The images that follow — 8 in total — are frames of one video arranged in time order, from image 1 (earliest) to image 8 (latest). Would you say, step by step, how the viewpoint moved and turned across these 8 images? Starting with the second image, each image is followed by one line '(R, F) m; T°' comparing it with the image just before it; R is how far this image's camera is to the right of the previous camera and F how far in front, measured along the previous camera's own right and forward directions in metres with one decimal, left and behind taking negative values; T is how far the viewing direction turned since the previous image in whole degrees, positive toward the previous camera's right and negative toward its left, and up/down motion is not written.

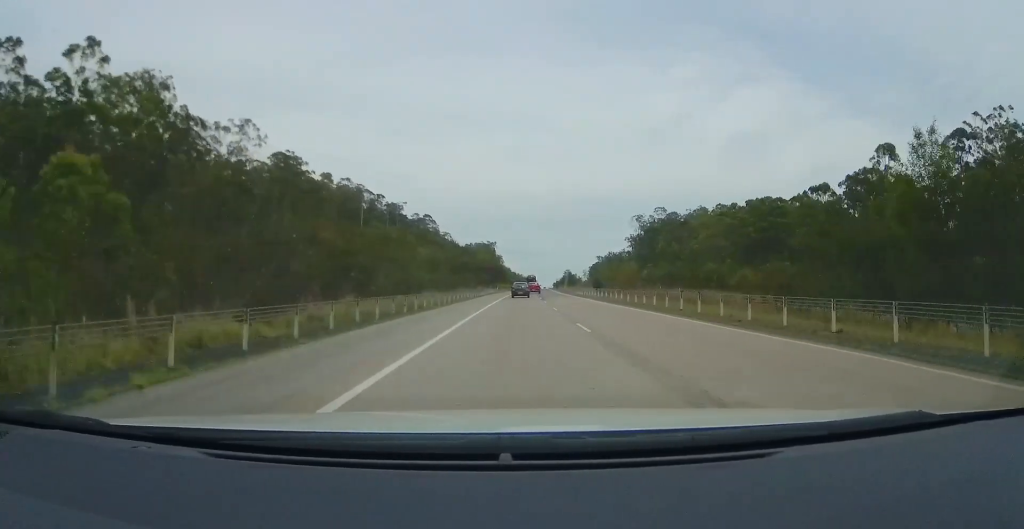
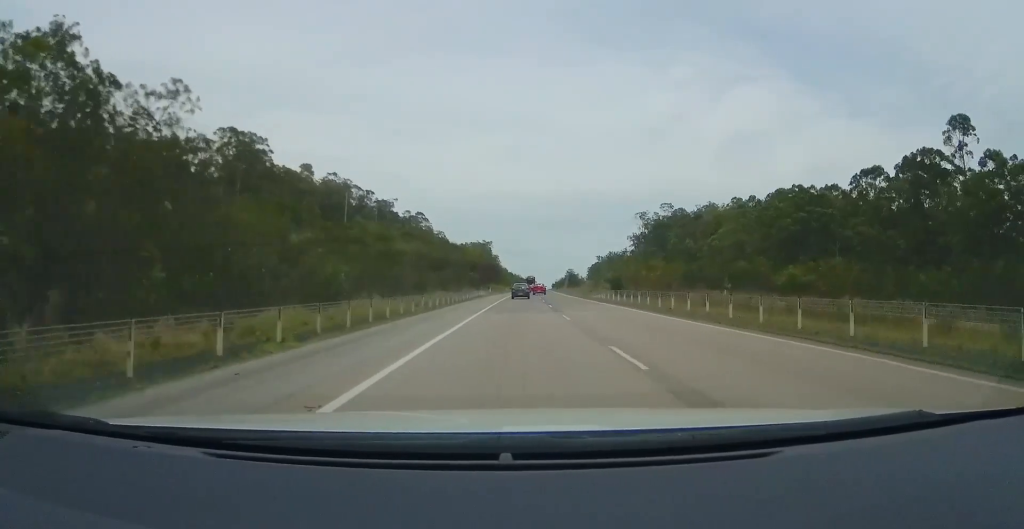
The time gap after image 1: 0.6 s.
(+0.1, +18.1) m; +1°
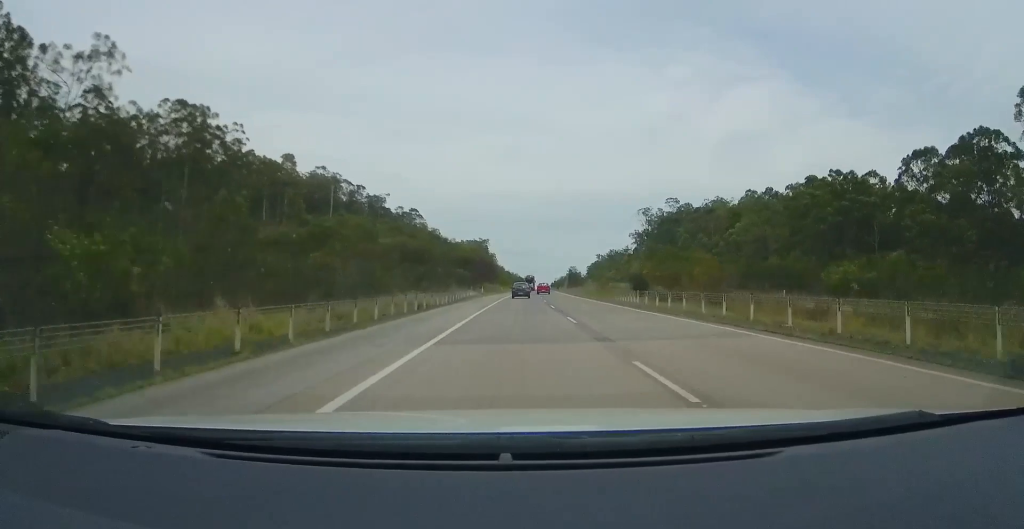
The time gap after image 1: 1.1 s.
(+0.3, +14.4) m; +1°
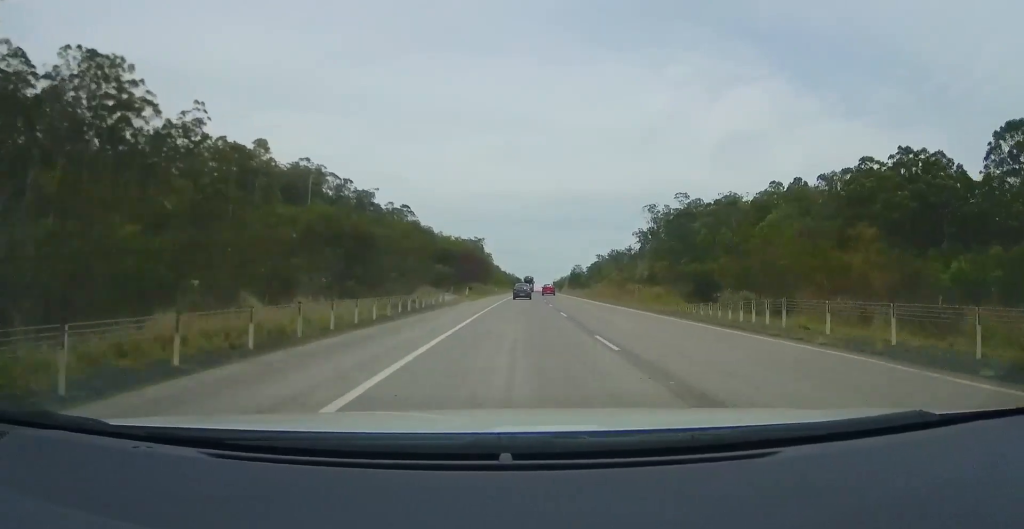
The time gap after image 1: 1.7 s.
(+0.2, +19.3) m; 0°
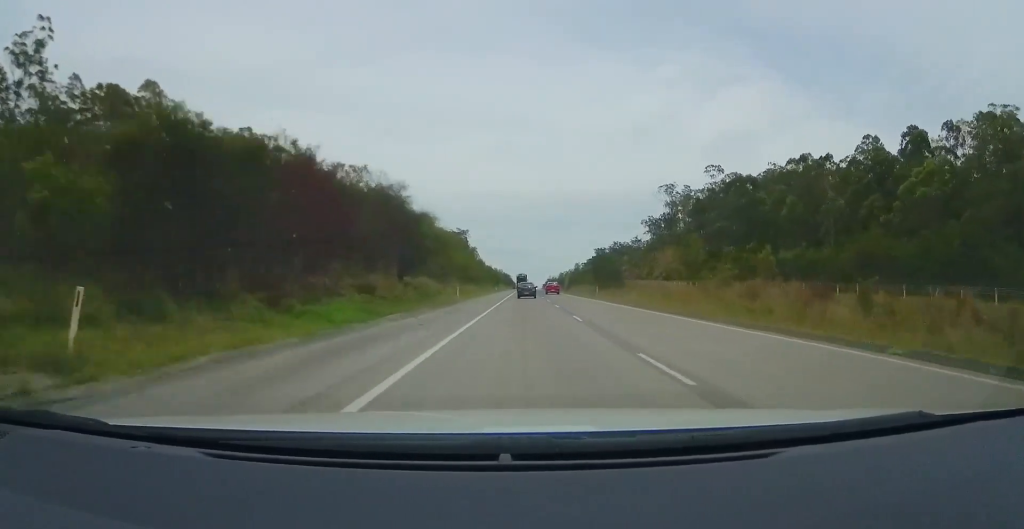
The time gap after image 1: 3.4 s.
(+0.1, +50.8) m; +1°
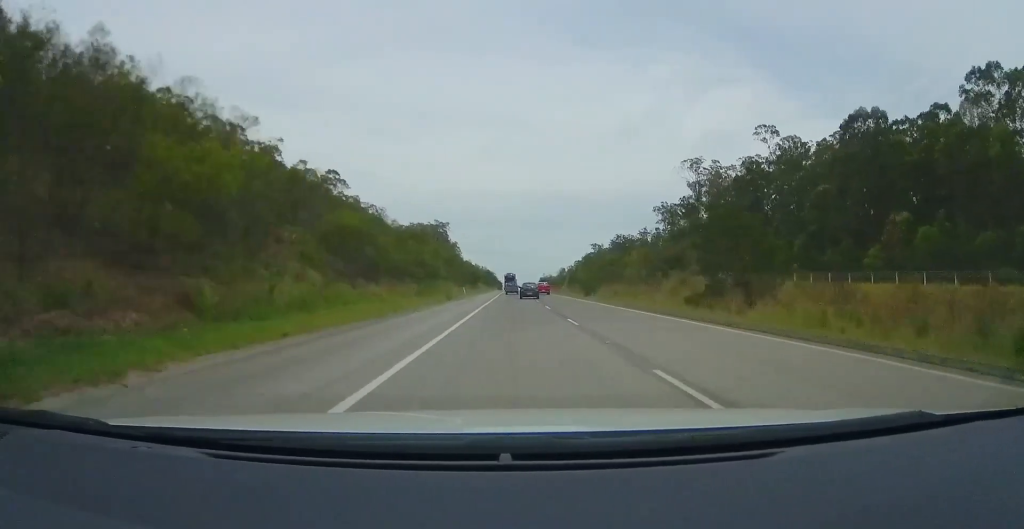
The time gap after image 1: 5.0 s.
(+0.1, +49.9) m; 0°
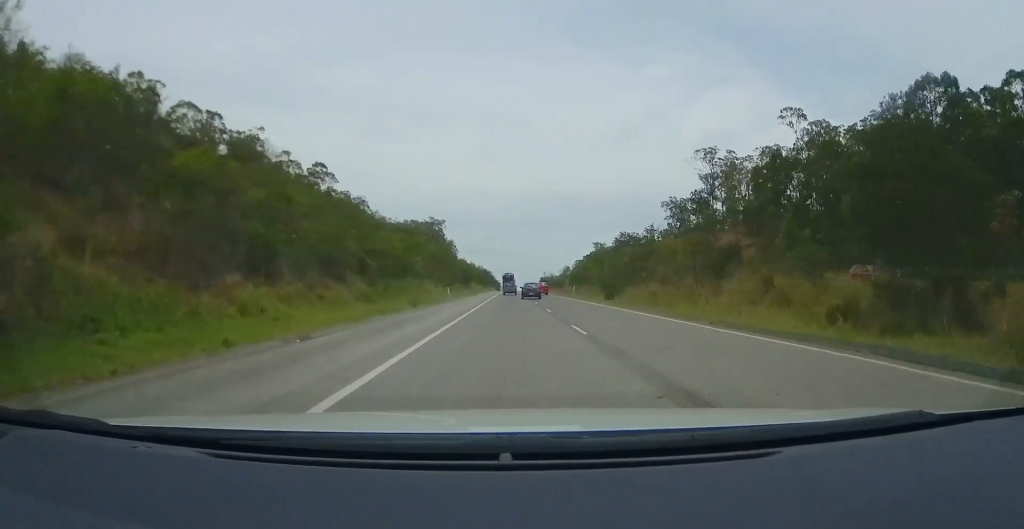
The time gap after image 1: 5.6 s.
(0.0, +15.8) m; 0°
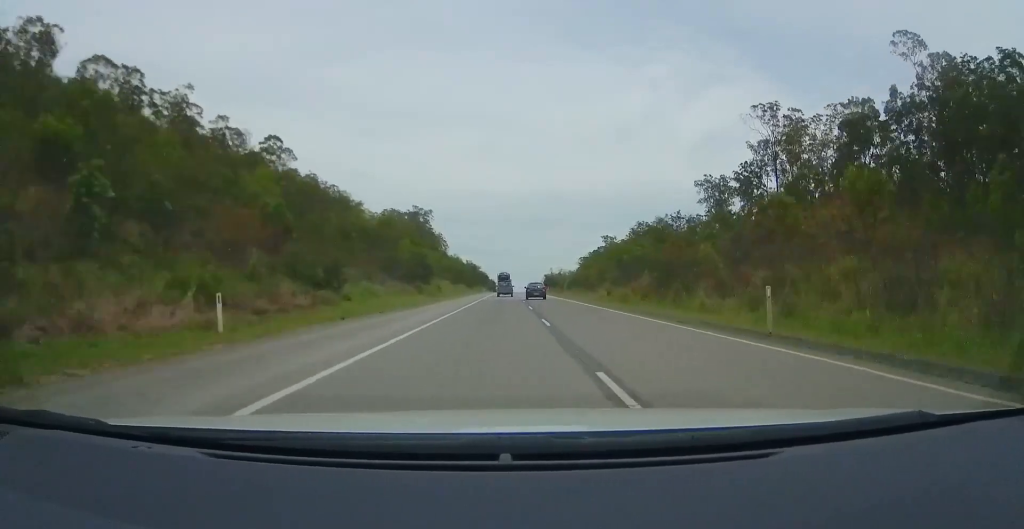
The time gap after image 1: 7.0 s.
(+0.5, +43.6) m; +1°
